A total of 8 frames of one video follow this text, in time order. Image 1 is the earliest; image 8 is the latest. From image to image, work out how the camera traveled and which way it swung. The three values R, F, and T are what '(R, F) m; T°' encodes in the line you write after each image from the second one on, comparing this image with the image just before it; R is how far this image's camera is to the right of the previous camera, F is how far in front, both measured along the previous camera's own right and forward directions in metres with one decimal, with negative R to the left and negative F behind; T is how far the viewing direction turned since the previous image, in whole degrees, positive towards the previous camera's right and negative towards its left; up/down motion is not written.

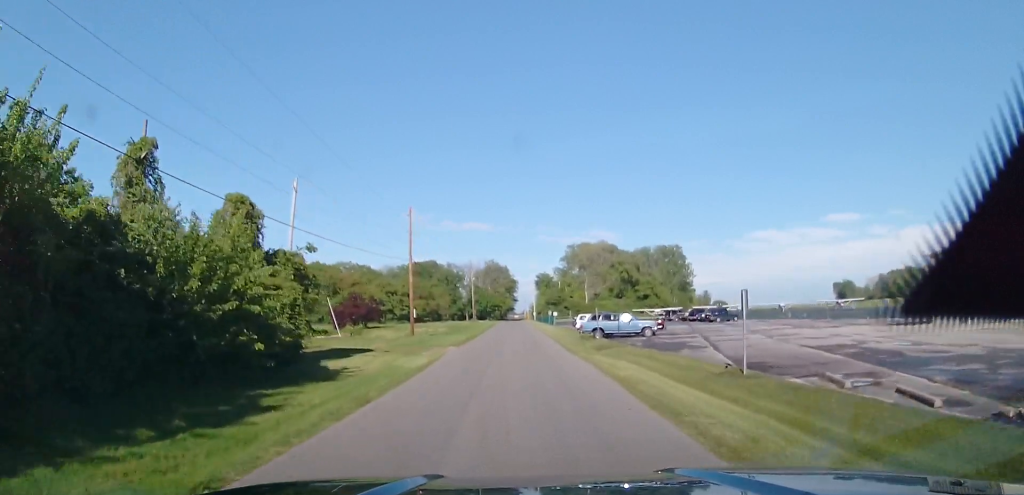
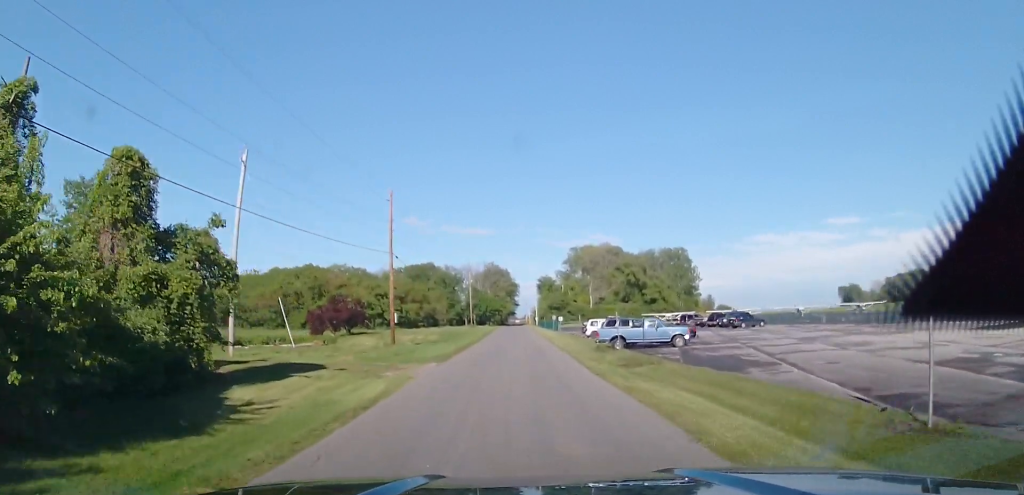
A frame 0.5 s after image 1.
(+0.1, +7.8) m; 0°
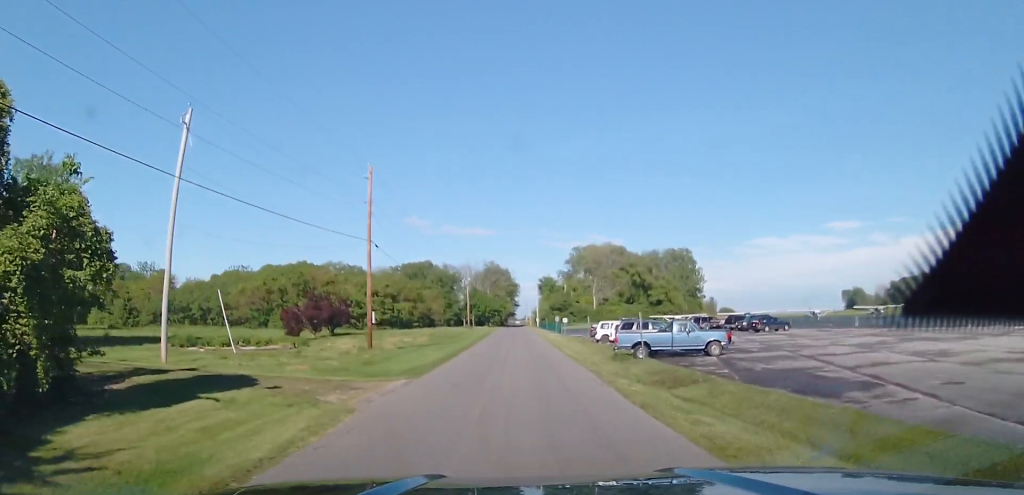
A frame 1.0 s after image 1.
(+0.2, +6.3) m; 0°
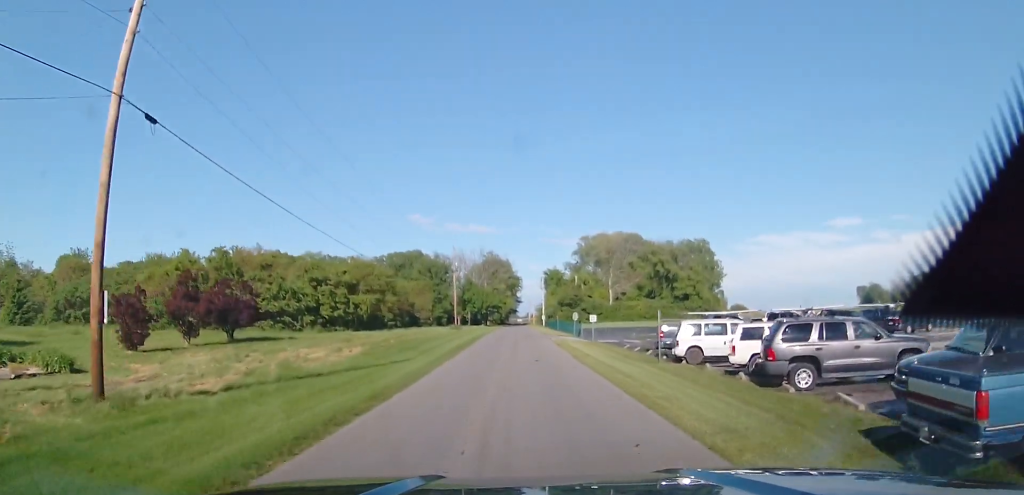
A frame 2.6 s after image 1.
(-0.3, +22.5) m; +1°
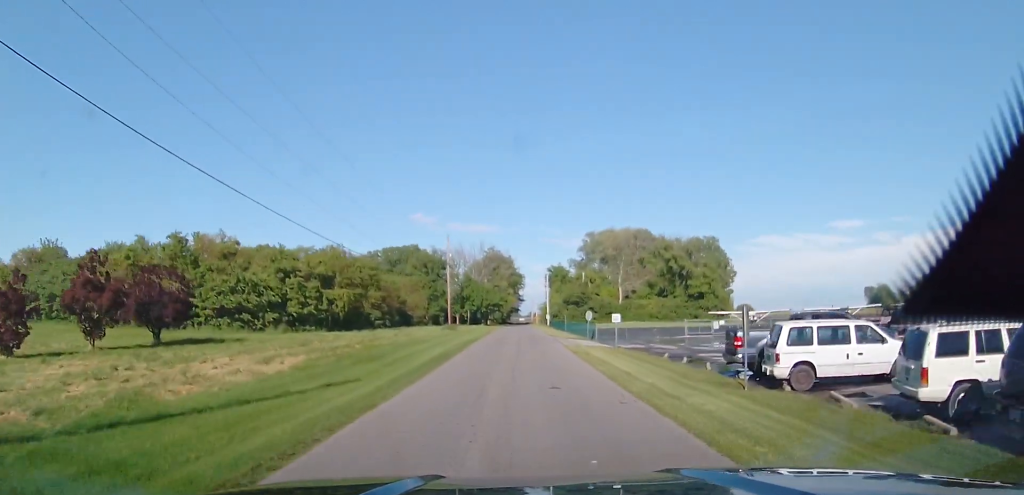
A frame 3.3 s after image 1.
(+0.2, +8.9) m; +1°
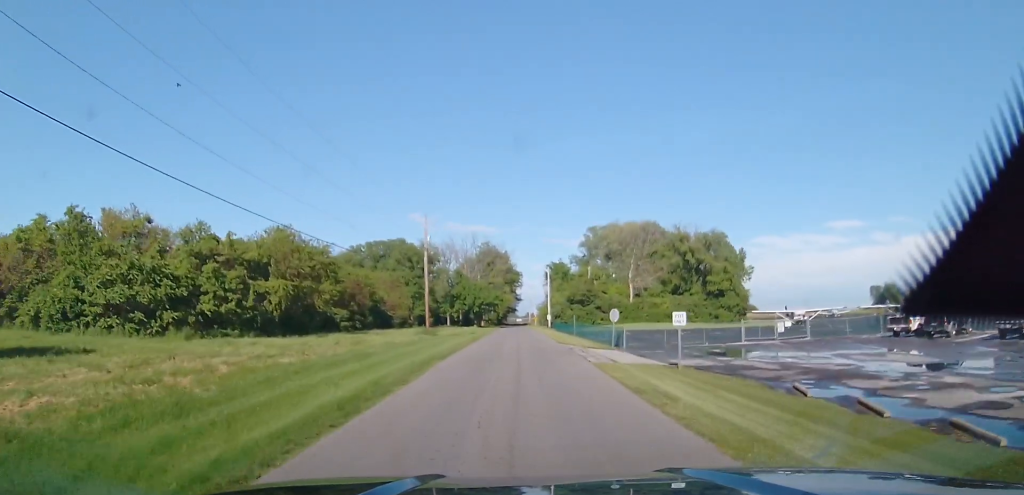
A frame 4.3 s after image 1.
(0.0, +13.7) m; 0°
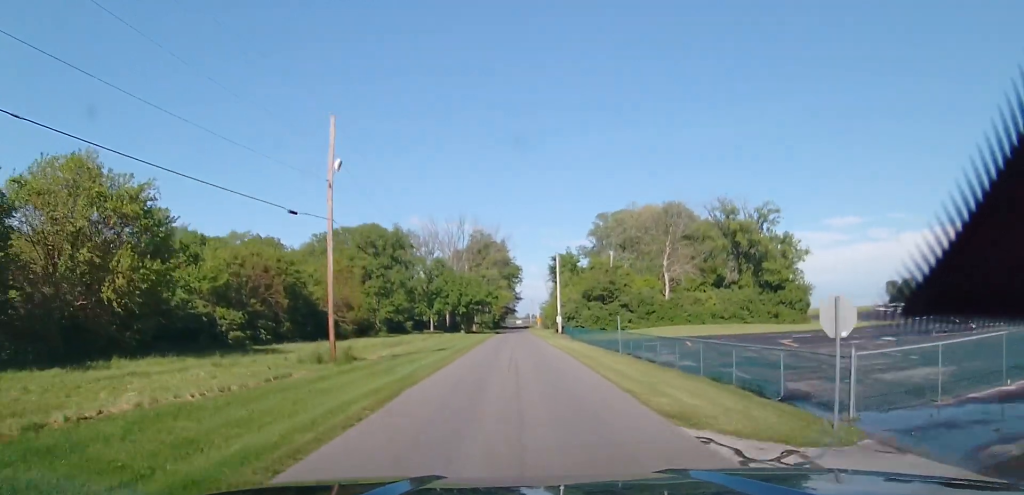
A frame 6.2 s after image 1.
(0.0, +25.0) m; 0°
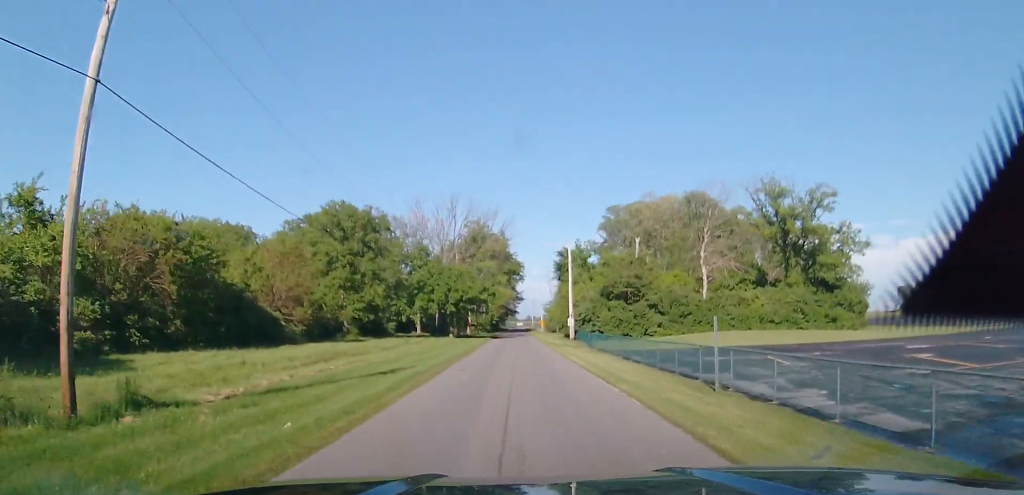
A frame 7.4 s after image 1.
(0.0, +15.1) m; 0°
